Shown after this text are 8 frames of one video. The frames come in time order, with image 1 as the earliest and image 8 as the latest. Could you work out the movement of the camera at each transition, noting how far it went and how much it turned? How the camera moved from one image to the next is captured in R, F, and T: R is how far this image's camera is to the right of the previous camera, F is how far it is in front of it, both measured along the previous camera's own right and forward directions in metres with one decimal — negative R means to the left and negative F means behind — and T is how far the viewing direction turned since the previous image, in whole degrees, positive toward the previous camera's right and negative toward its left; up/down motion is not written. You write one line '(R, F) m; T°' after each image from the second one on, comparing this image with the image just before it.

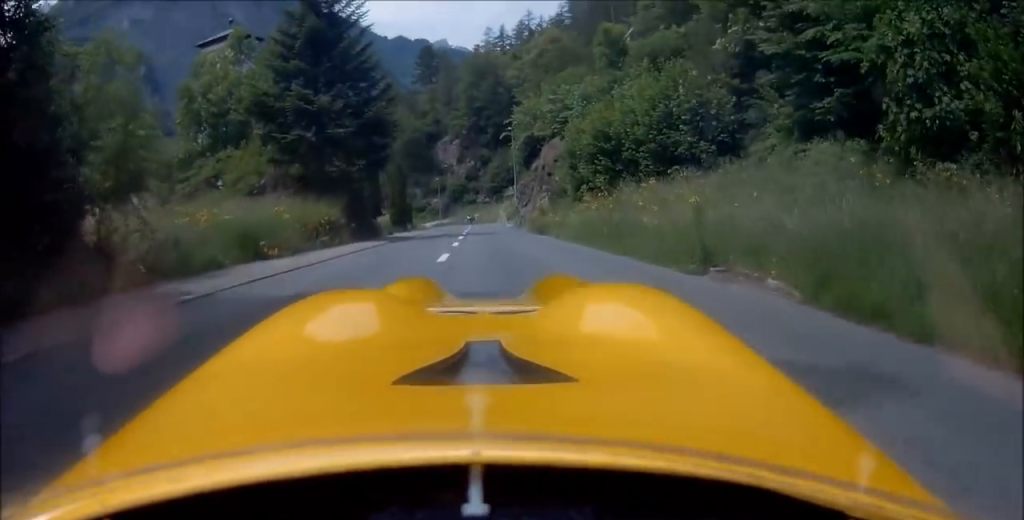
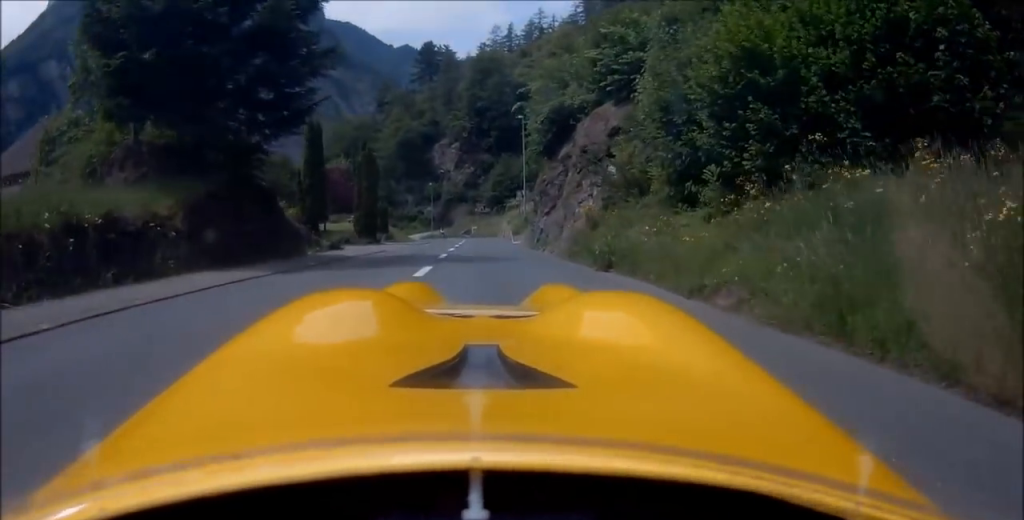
(0.0, +13.8) m; -1°
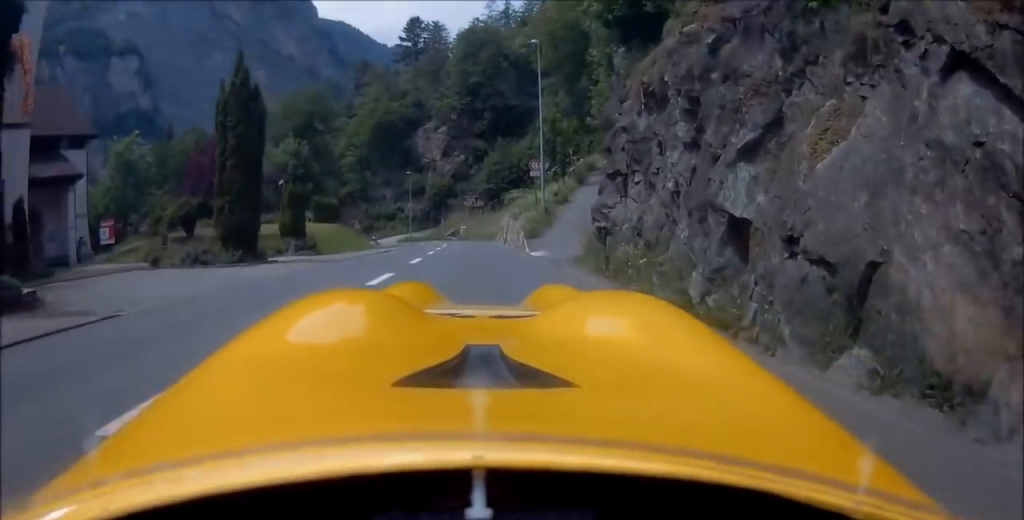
(-0.4, +18.9) m; 0°
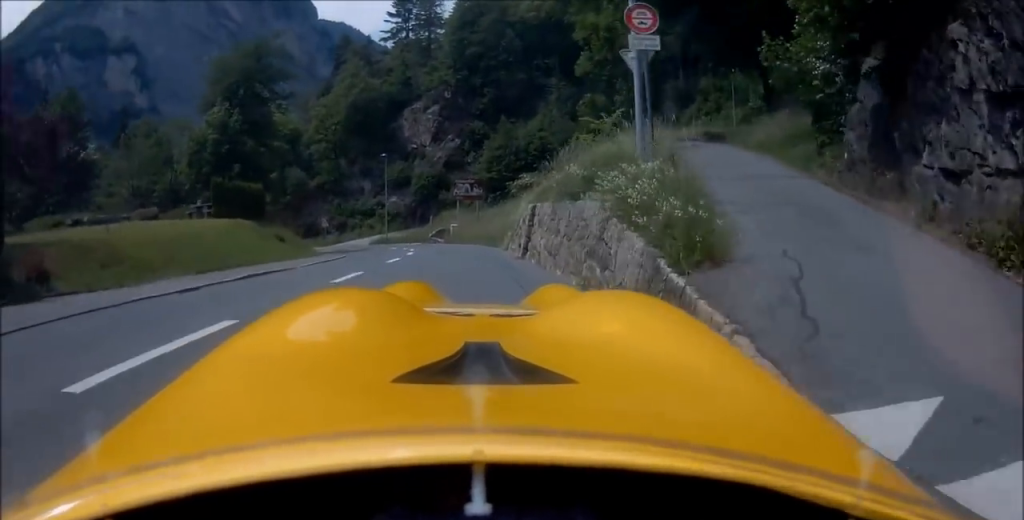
(+0.2, +16.9) m; -3°
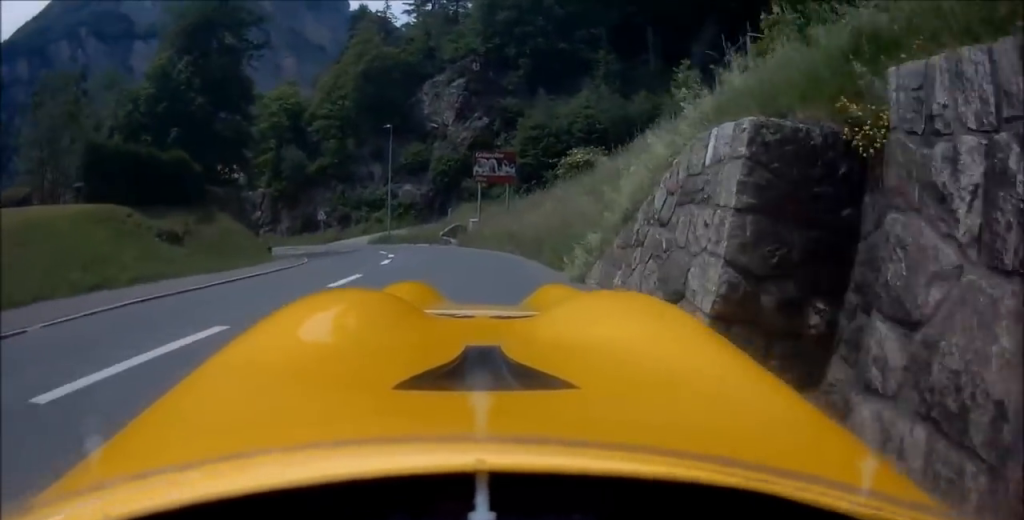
(-0.6, +11.8) m; -4°
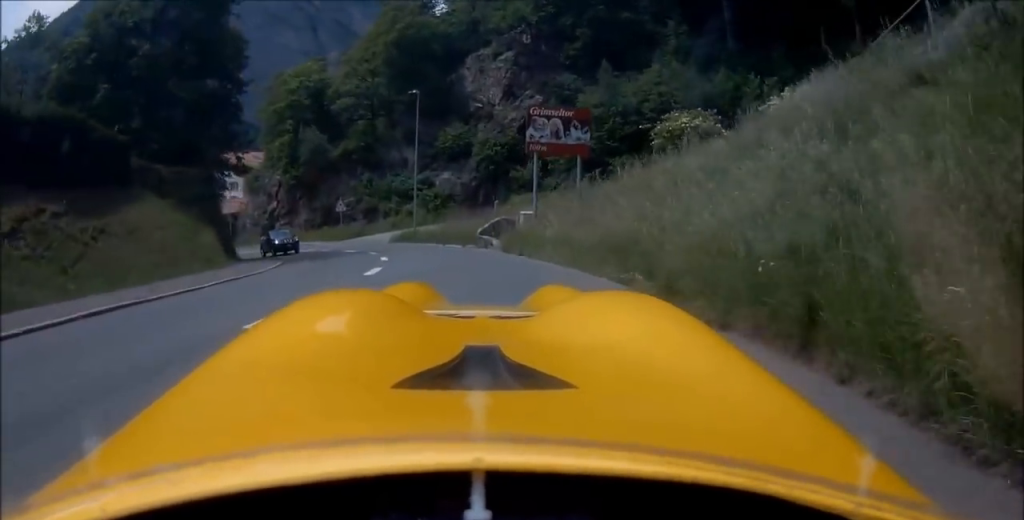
(-0.4, +9.6) m; -4°
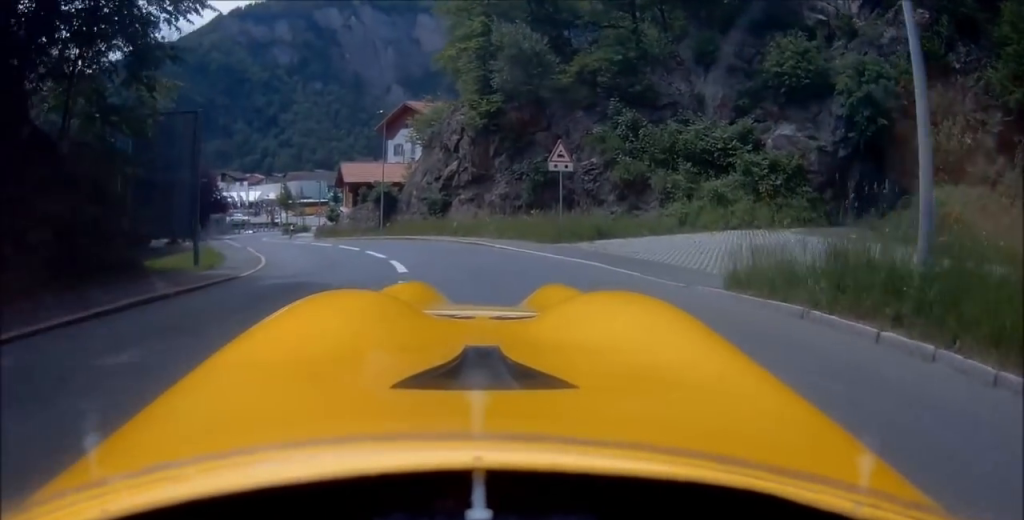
(-5.6, +28.0) m; -30°
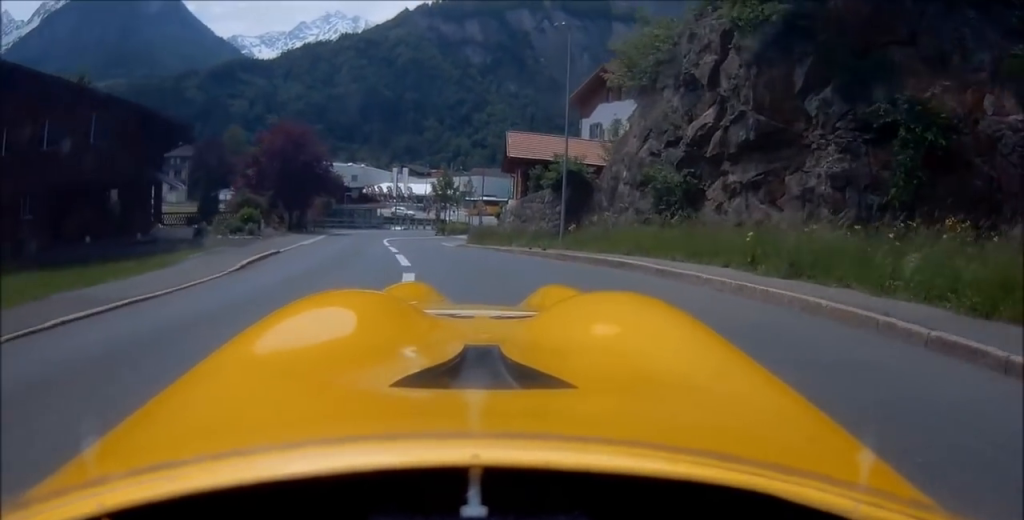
(-2.6, +17.7) m; -9°
